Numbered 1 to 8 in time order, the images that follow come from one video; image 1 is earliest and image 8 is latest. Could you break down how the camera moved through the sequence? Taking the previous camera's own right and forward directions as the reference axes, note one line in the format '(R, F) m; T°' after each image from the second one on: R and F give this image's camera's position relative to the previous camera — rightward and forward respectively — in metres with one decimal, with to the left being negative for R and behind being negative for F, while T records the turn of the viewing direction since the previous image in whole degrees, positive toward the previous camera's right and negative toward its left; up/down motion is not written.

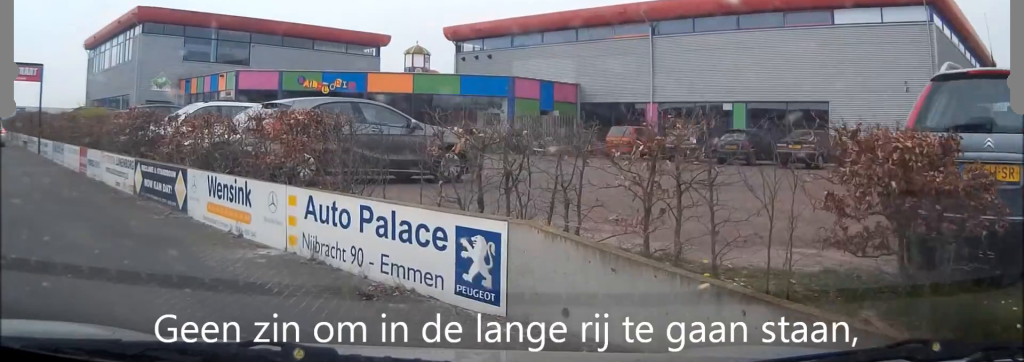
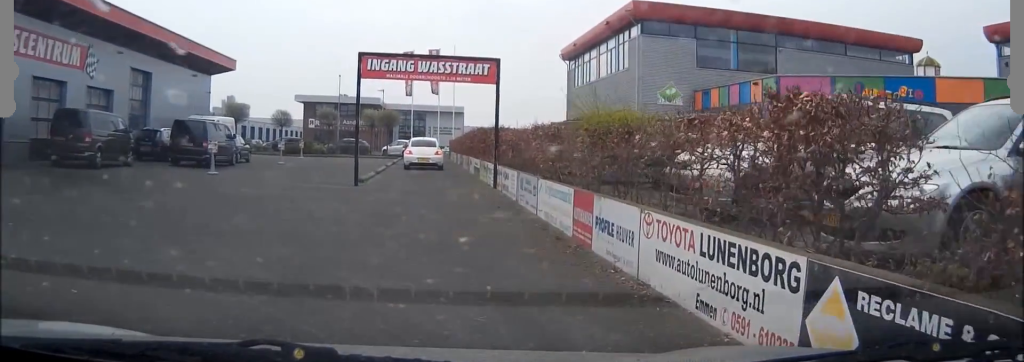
(-2.8, +8.7) m; -44°
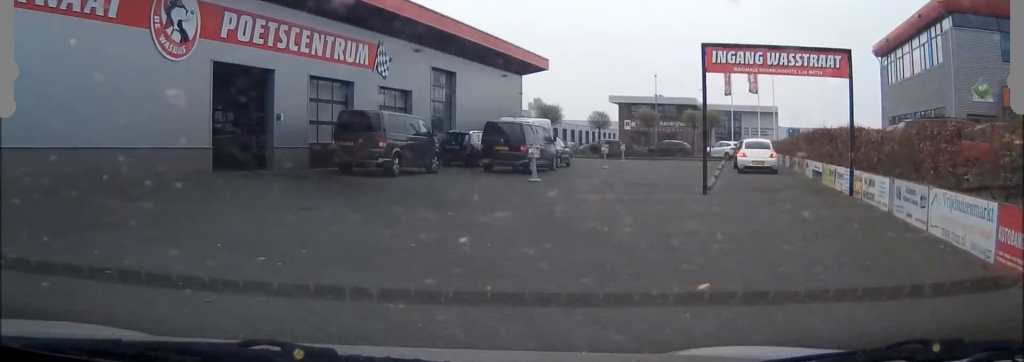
(-0.8, +2.6) m; -31°
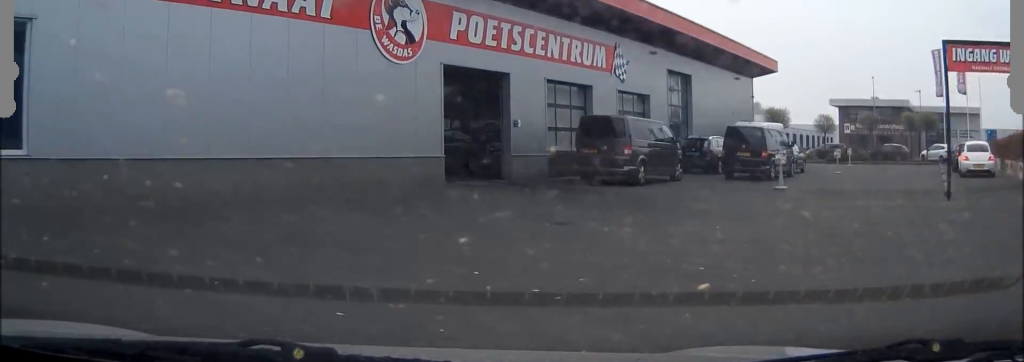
(-0.2, +1.3) m; -15°
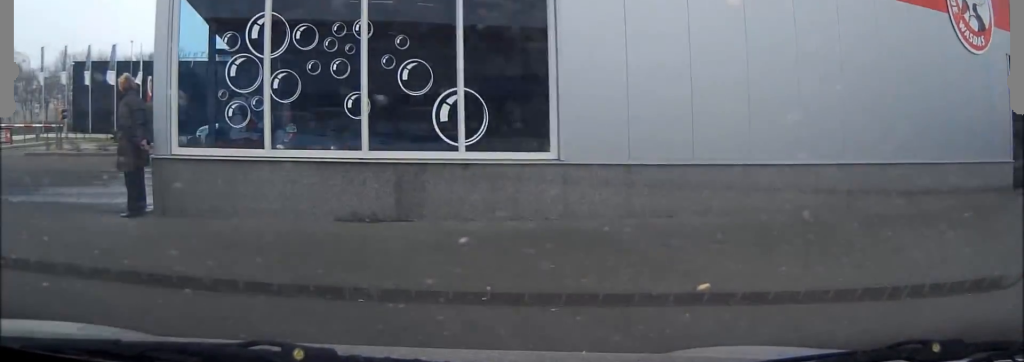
(-0.8, +3.1) m; -32°
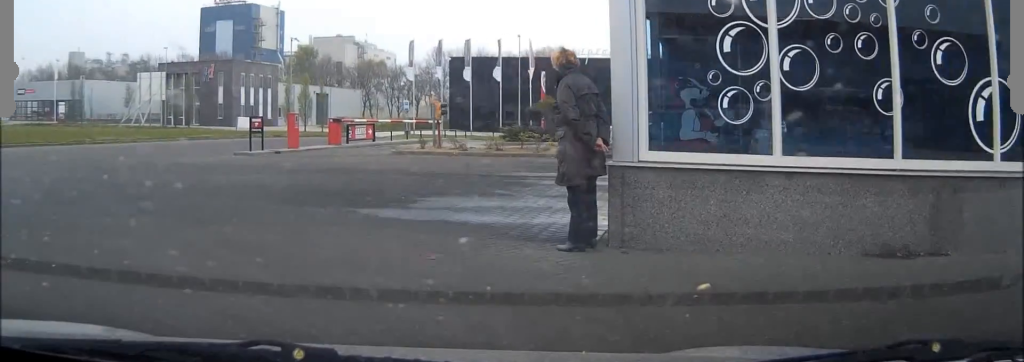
(-0.7, +2.9) m; -19°
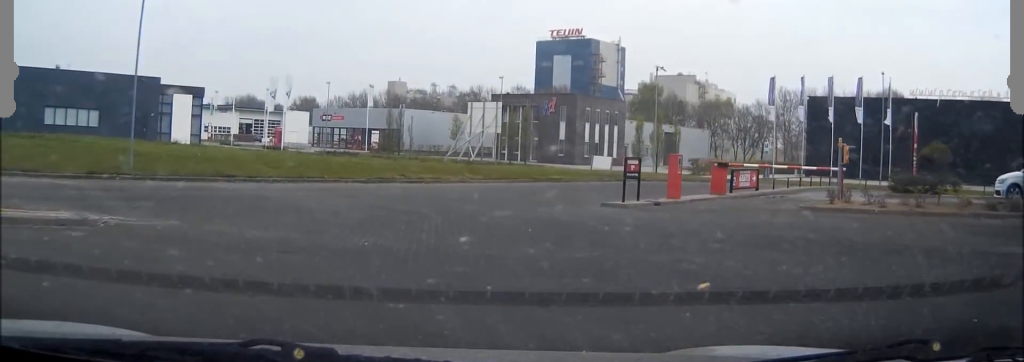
(-1.2, +5.6) m; -12°
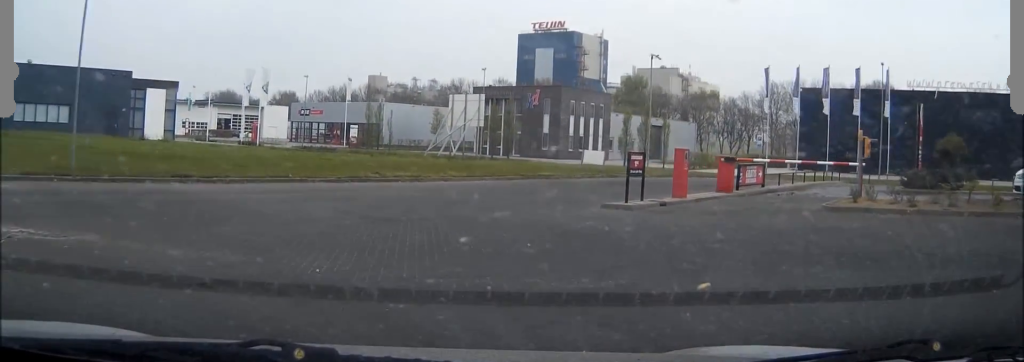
(-0.1, +2.2) m; +6°
